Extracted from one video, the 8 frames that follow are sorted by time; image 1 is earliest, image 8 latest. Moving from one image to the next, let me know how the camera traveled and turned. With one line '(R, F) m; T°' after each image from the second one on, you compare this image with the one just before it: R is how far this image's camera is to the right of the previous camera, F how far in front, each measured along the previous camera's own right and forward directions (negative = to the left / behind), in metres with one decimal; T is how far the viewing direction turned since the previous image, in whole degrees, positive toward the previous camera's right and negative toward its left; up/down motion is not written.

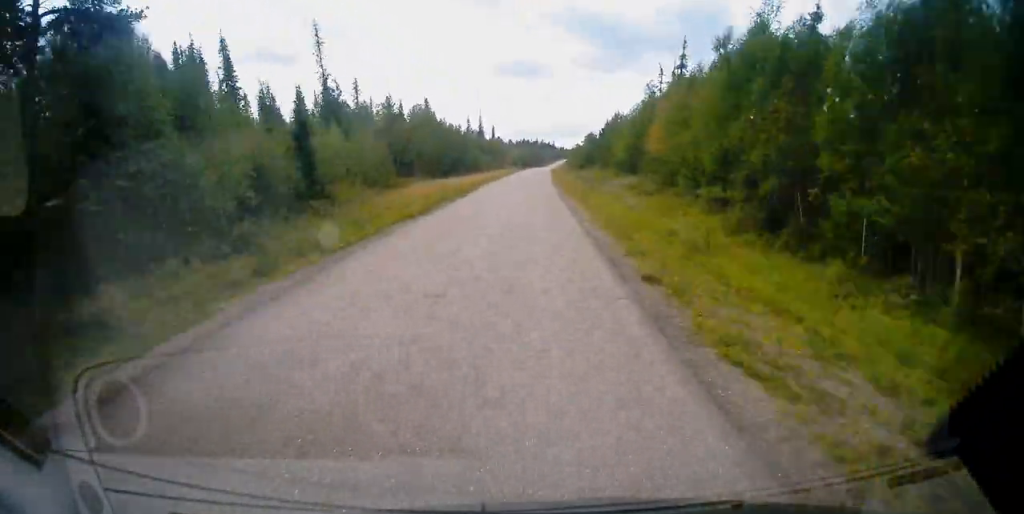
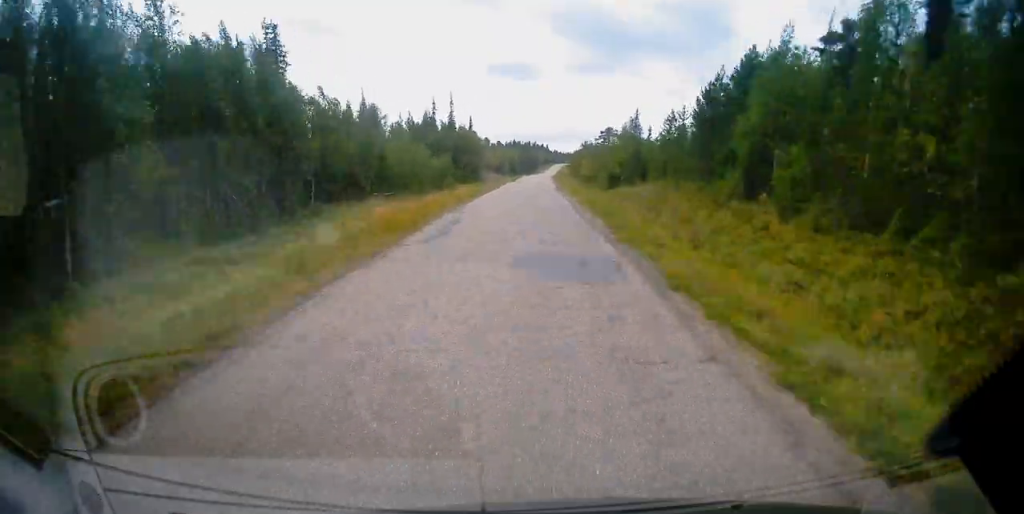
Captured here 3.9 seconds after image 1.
(-1.7, +61.0) m; -1°
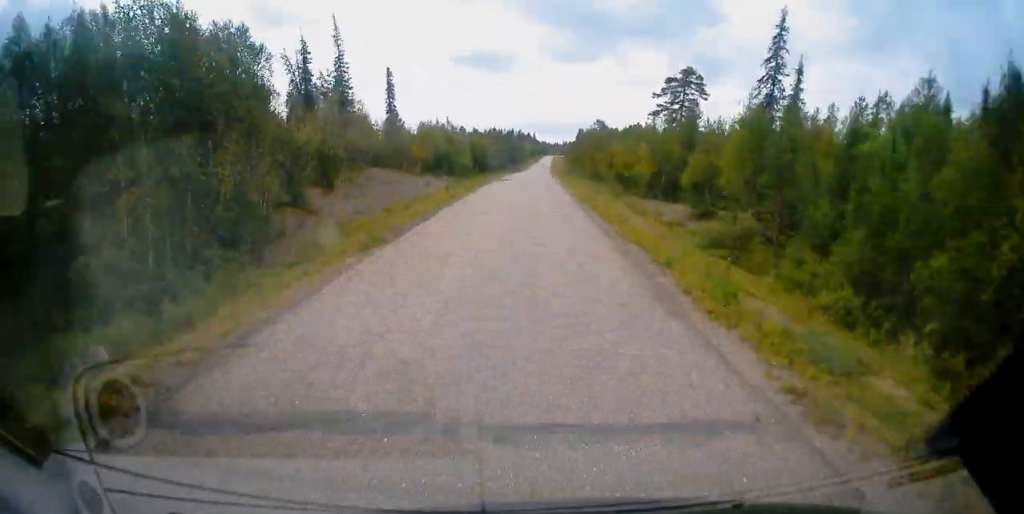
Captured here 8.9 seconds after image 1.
(+1.0, +77.3) m; +1°
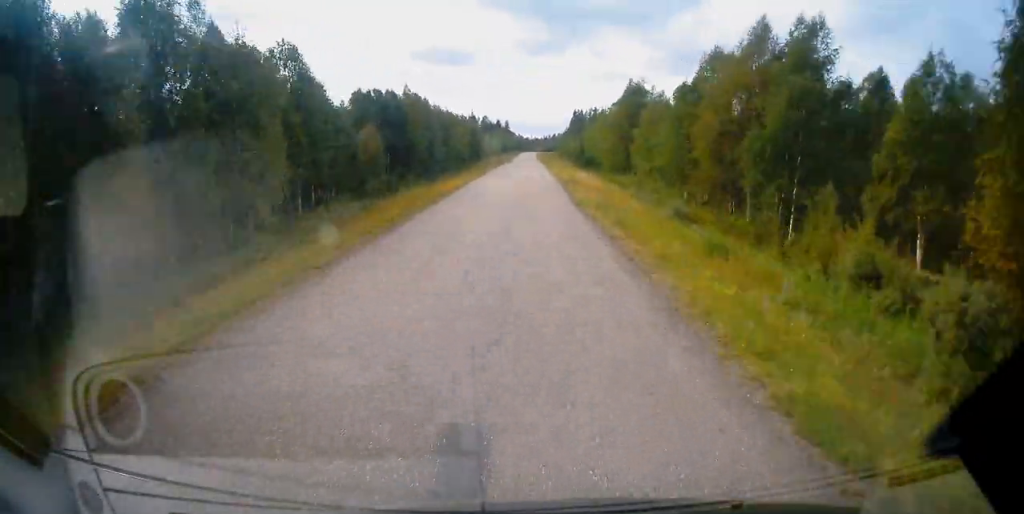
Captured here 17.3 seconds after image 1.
(+1.4, +132.9) m; +1°
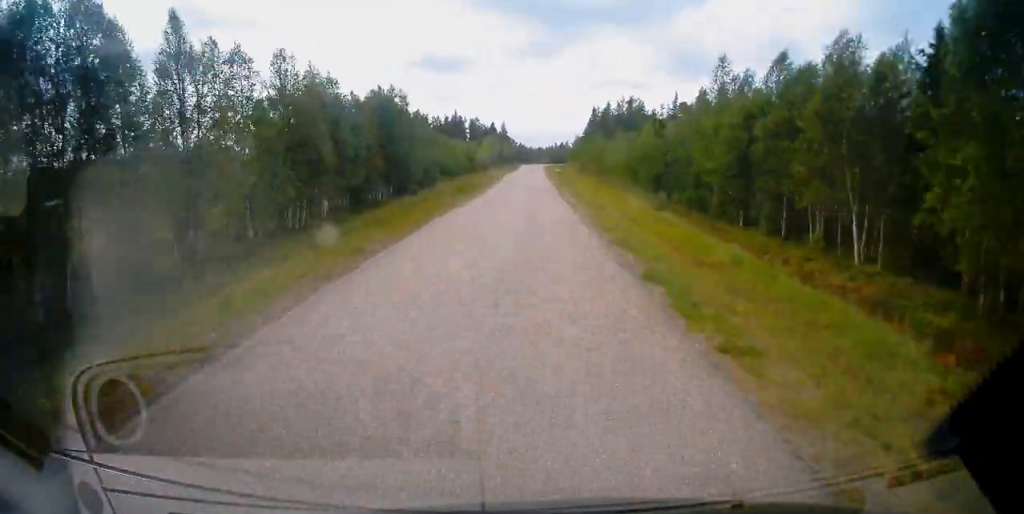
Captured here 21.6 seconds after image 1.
(+0.2, +69.1) m; 0°
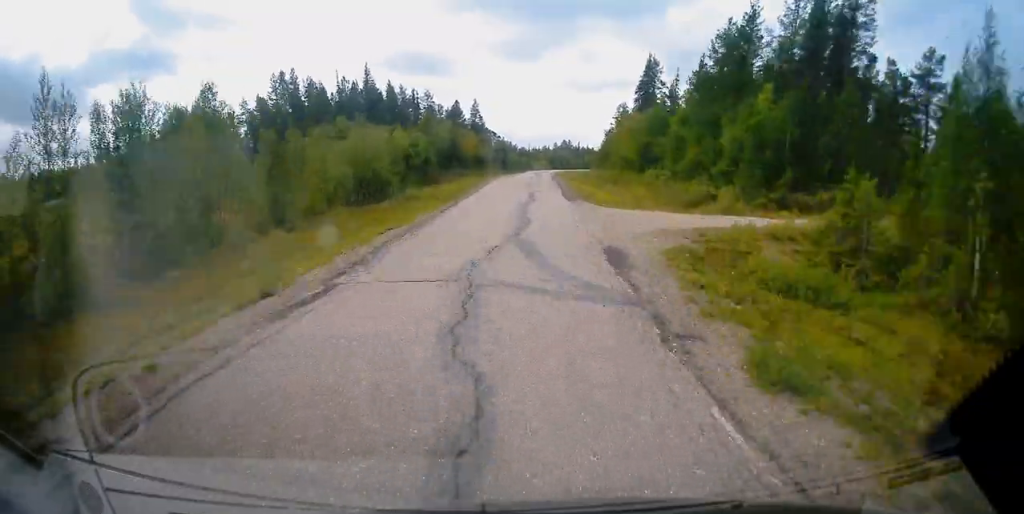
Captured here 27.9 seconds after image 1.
(+0.5, +98.7) m; +1°
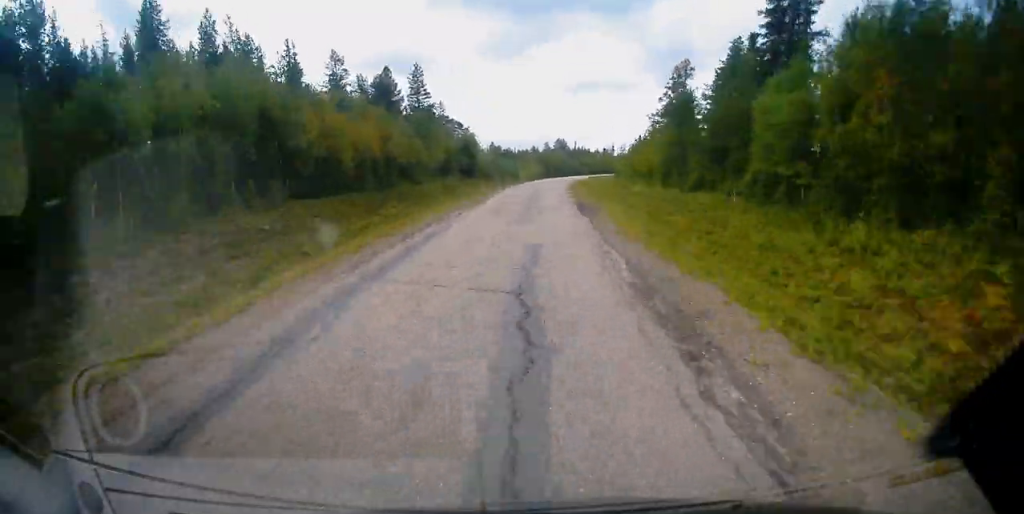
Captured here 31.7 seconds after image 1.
(+0.8, +58.2) m; +2°
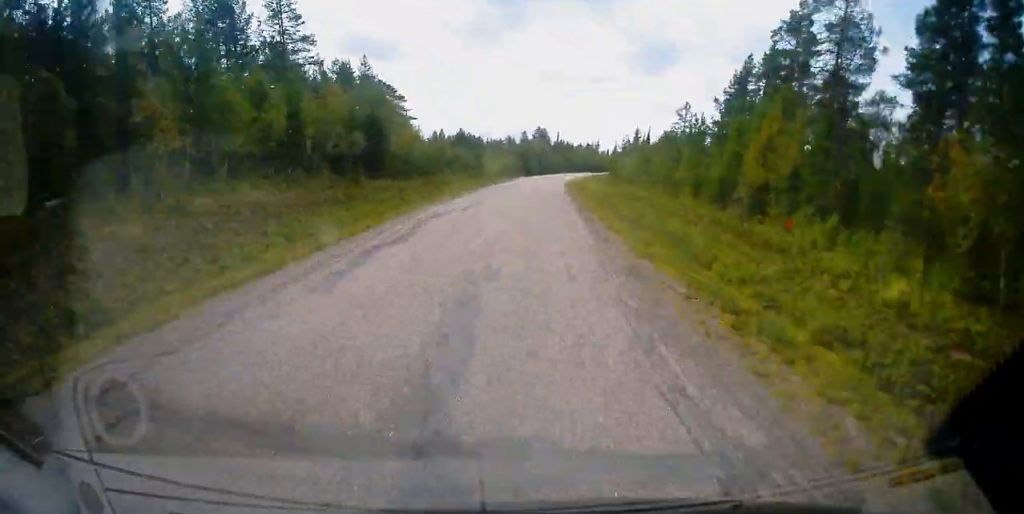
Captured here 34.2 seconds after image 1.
(0.0, +39.3) m; +2°
